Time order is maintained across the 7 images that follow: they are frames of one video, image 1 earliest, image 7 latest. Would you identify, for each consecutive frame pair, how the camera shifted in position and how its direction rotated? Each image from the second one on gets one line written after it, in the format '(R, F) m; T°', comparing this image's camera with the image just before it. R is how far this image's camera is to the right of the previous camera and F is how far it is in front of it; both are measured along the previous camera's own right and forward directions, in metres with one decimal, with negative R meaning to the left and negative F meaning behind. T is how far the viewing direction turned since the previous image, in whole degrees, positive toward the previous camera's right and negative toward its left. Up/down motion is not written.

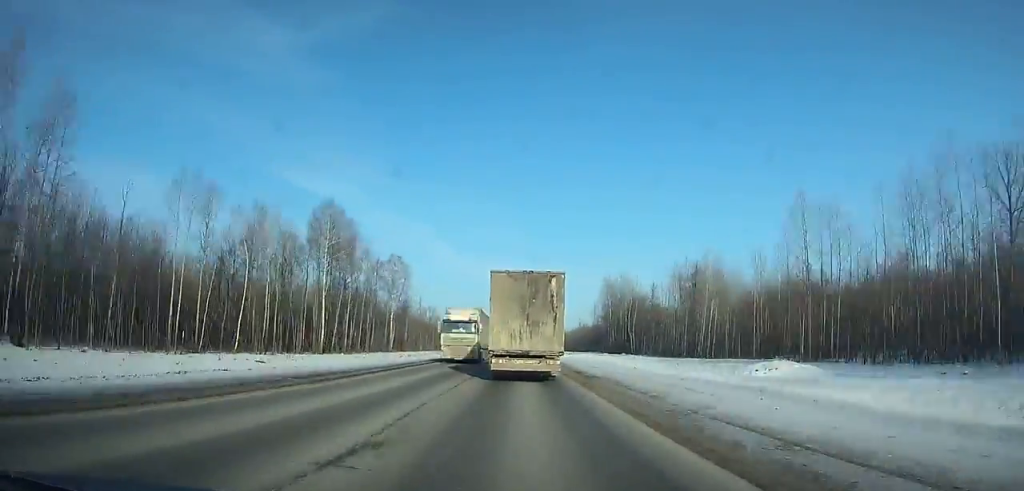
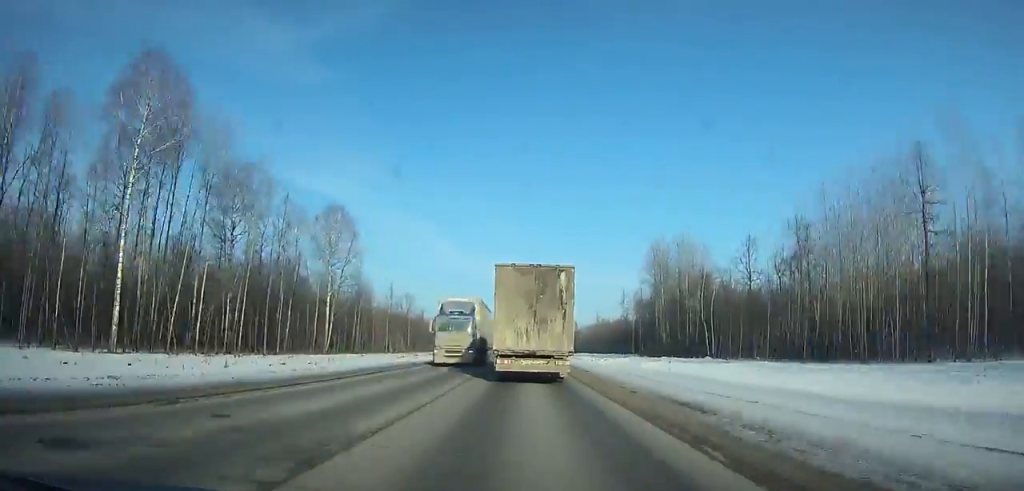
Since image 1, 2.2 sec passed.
(0.0, +49.1) m; 0°
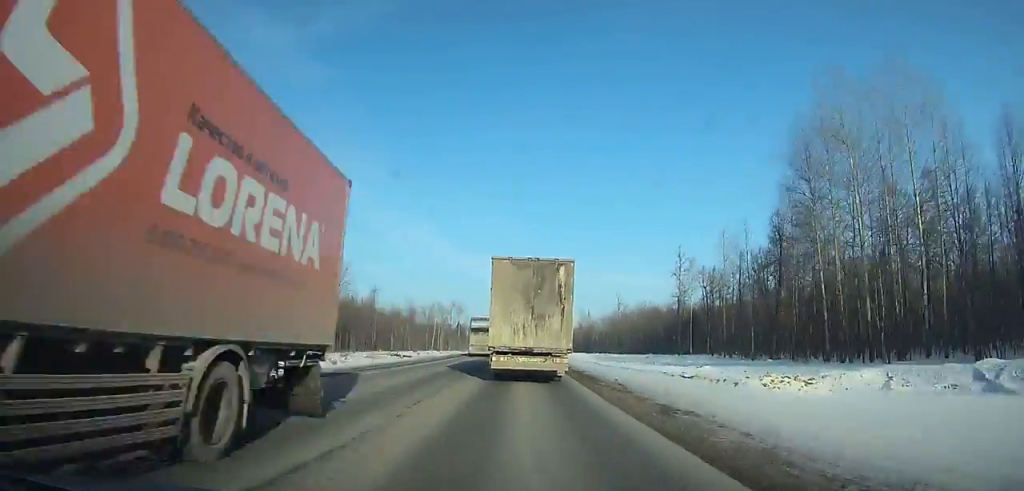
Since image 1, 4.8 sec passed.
(-0.1, +57.8) m; 0°
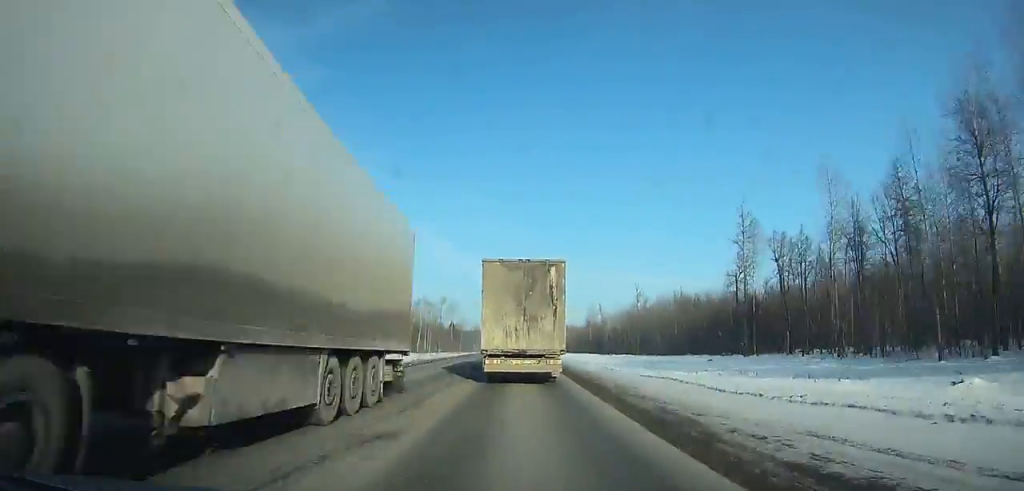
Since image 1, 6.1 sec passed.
(0.0, +28.9) m; 0°
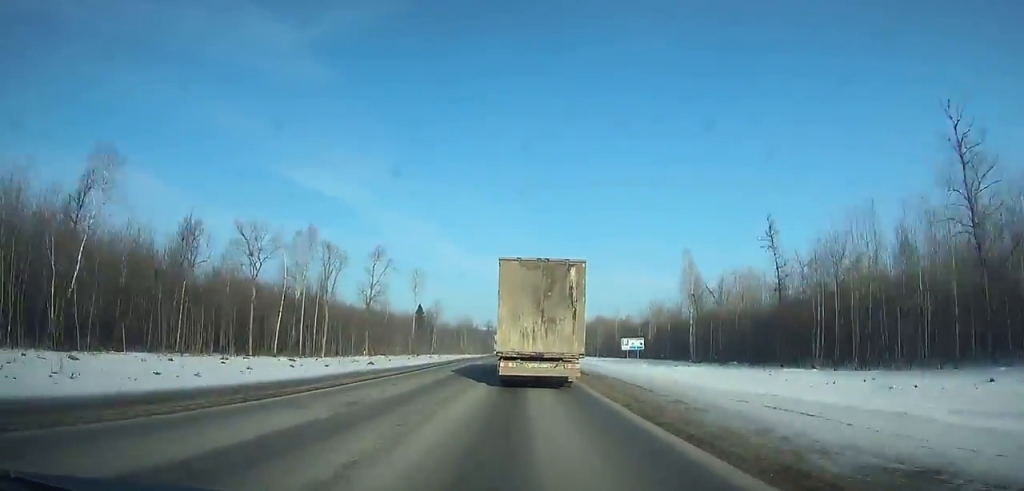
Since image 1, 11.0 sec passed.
(-0.1, +108.8) m; 0°
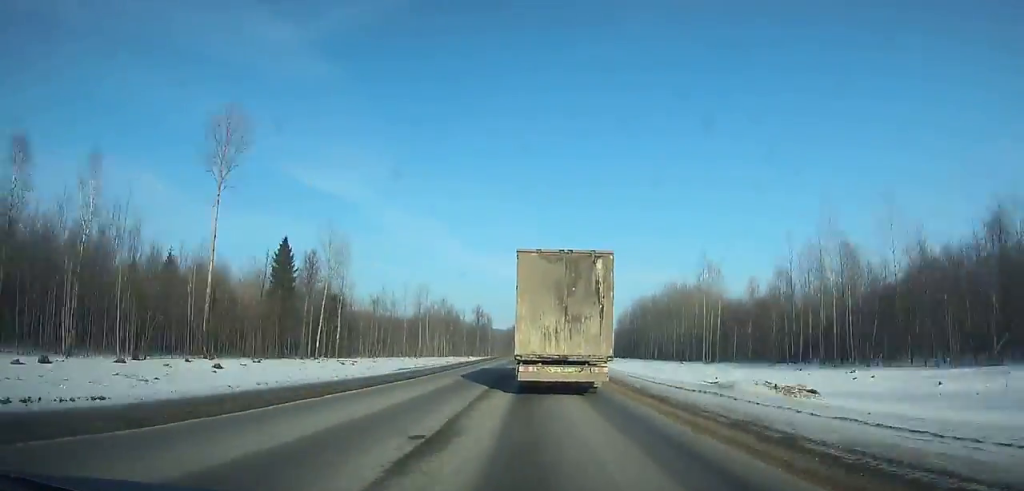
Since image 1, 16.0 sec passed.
(+0.1, +111.0) m; +1°
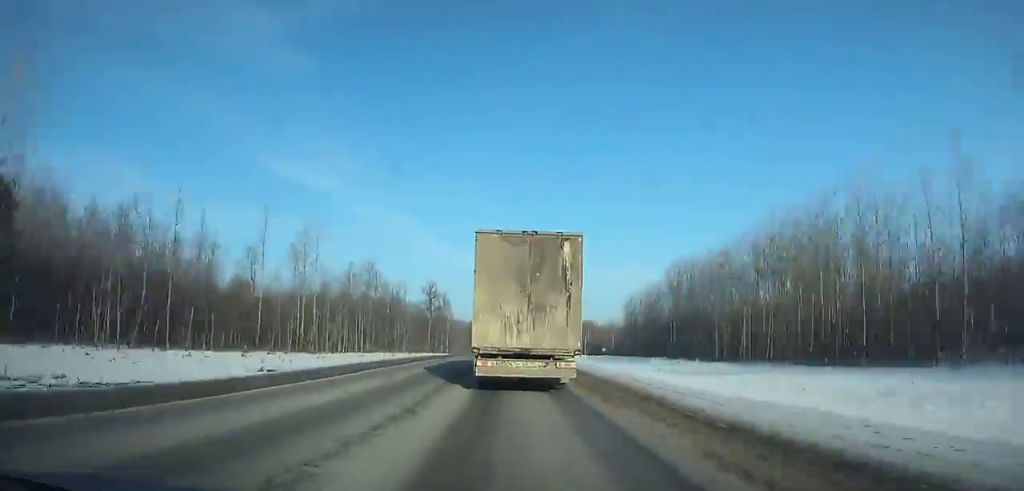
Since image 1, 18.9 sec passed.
(+0.7, +63.5) m; +1°
